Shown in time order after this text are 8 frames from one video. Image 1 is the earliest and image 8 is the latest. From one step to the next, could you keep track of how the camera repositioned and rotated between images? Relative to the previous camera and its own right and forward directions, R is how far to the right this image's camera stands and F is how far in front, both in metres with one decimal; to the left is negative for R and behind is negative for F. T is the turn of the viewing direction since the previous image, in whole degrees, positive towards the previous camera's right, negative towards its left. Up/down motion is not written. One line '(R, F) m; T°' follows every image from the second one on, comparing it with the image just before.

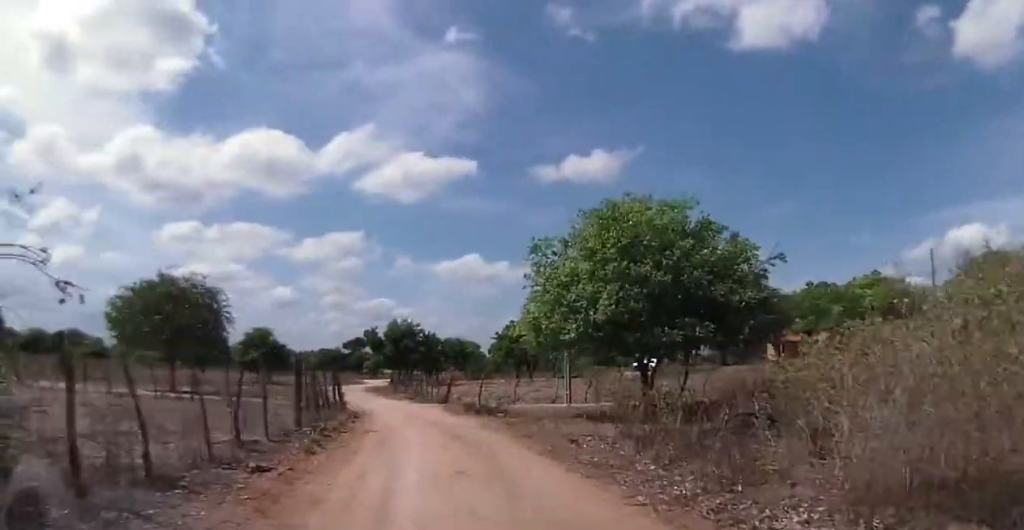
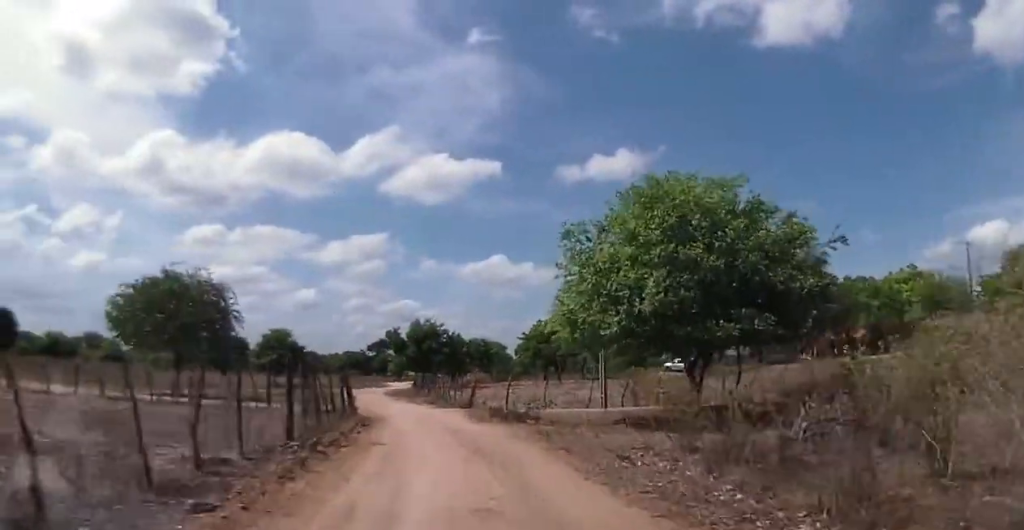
(+0.1, +2.7) m; -1°
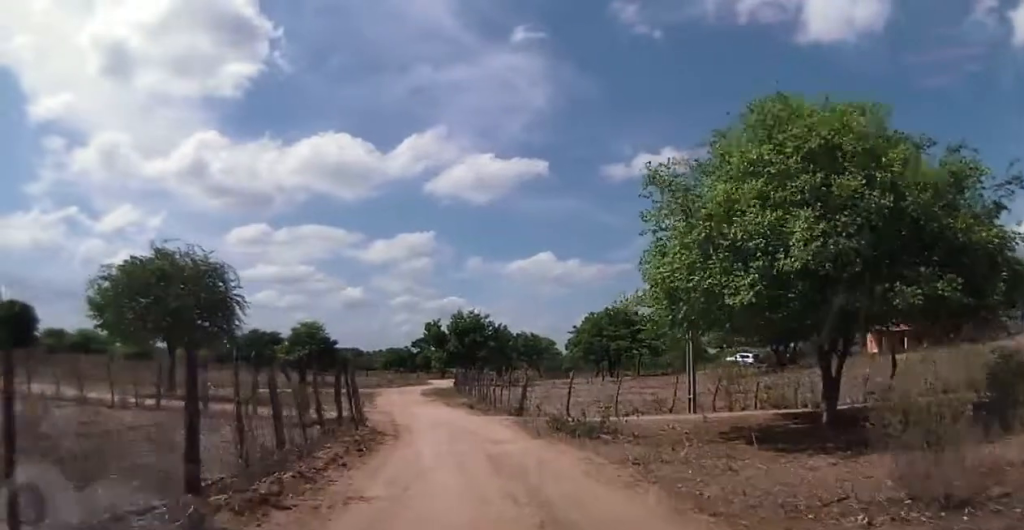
(-0.3, +6.2) m; -6°
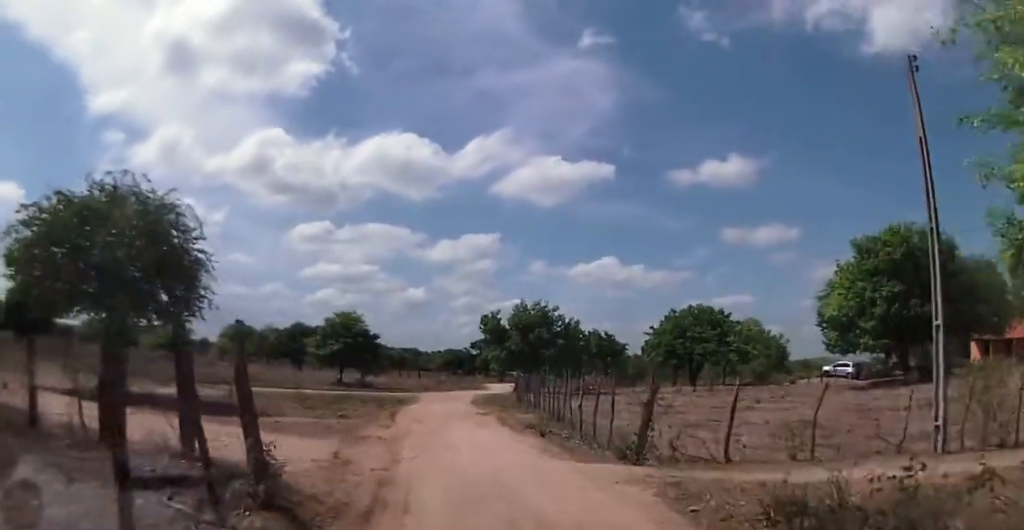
(-0.8, +10.4) m; -6°
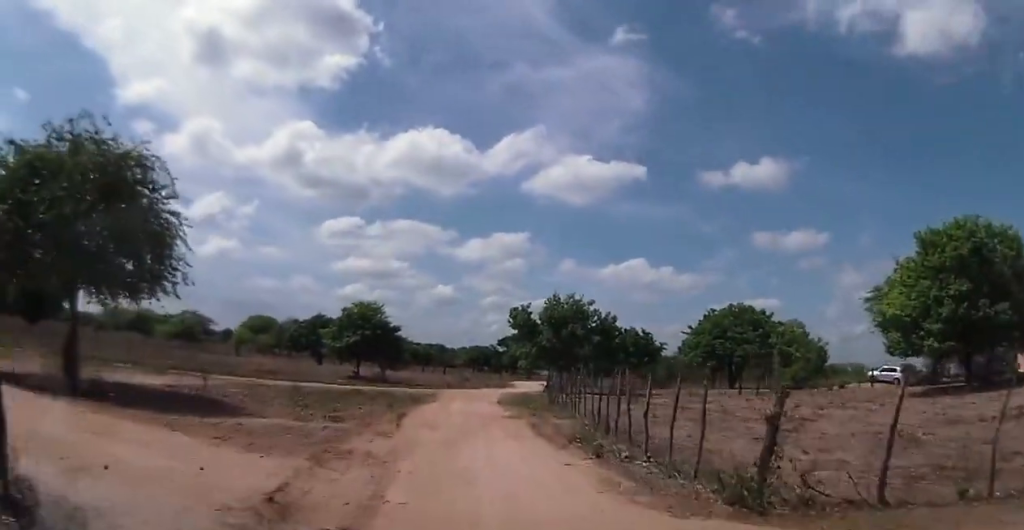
(0.0, +4.4) m; -2°
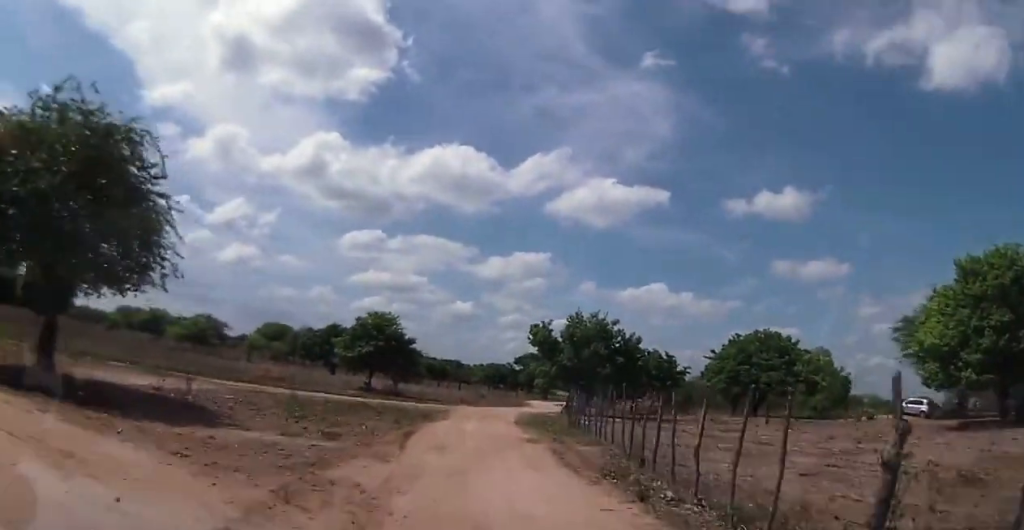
(0.0, +2.1) m; -2°
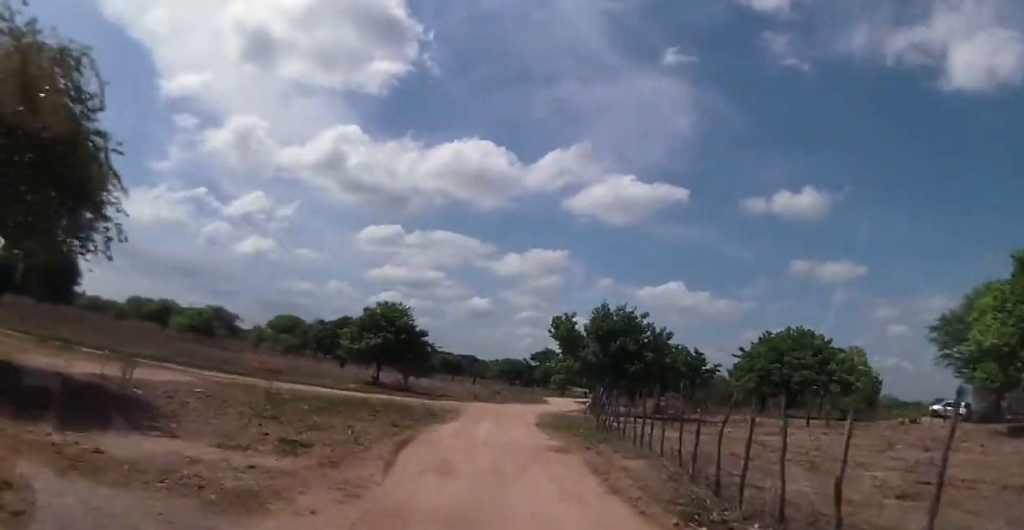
(-0.2, +3.6) m; -3°
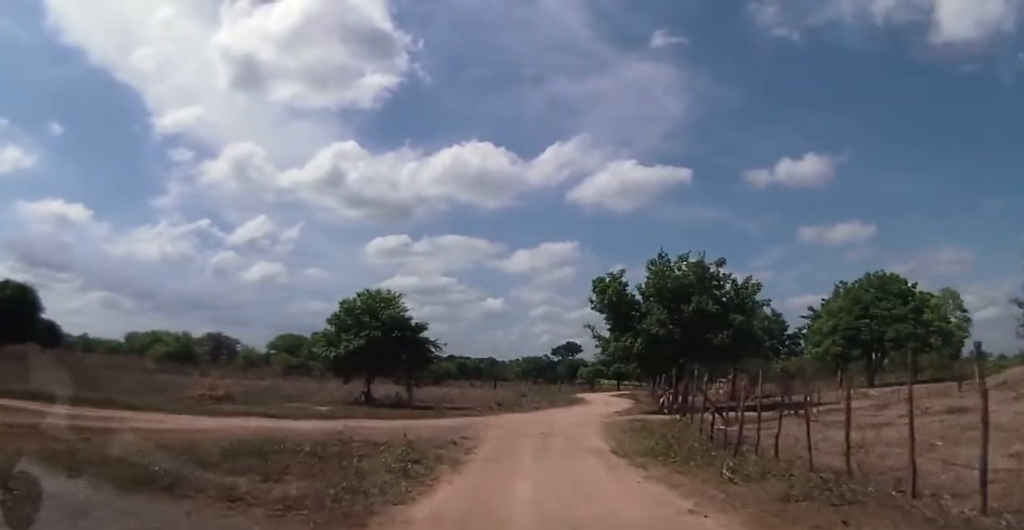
(-0.4, +10.6) m; -3°
